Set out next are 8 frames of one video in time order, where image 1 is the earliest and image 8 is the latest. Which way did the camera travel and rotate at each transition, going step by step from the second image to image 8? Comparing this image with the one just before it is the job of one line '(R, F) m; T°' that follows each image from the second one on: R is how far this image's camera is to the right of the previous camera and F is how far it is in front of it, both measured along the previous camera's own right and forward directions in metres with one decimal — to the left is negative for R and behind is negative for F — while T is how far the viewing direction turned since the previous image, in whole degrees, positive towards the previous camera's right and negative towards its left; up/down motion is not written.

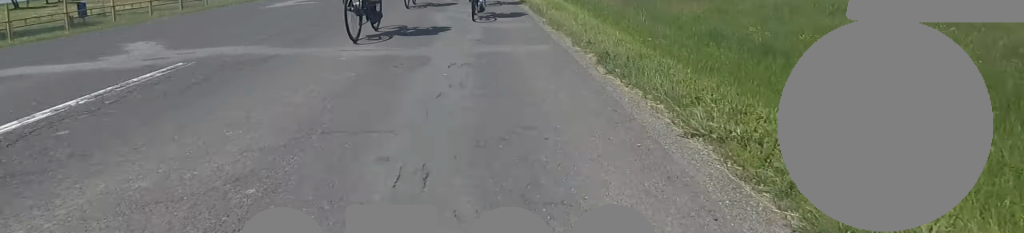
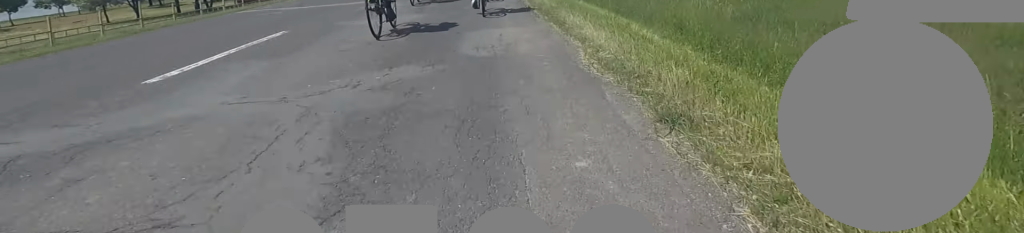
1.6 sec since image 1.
(+0.5, +16.1) m; 0°
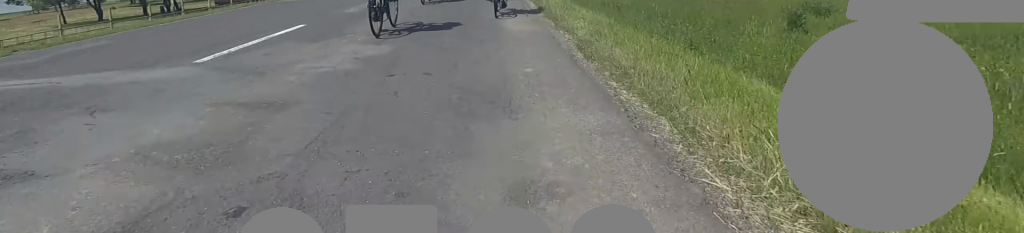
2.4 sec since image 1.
(-1.2, +8.4) m; 0°
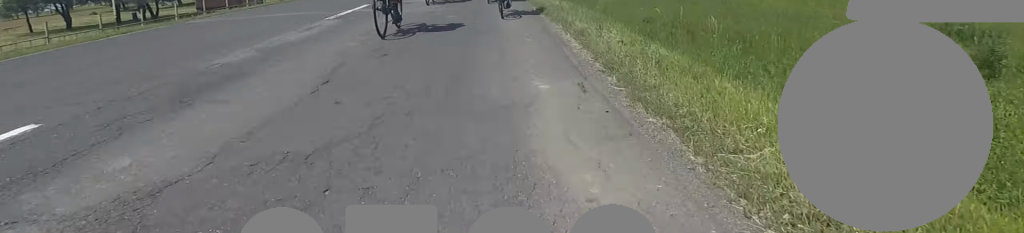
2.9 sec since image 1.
(+0.2, +4.8) m; 0°
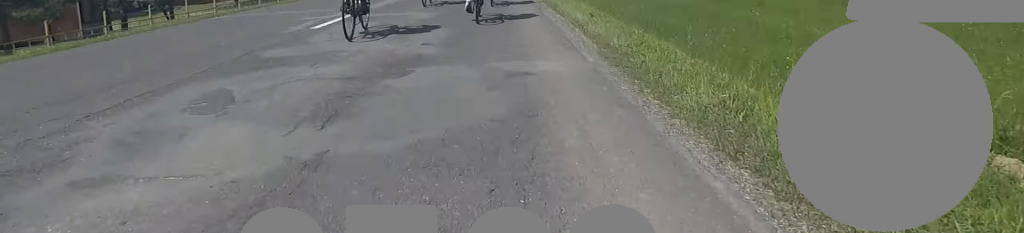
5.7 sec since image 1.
(-1.5, +27.5) m; -1°
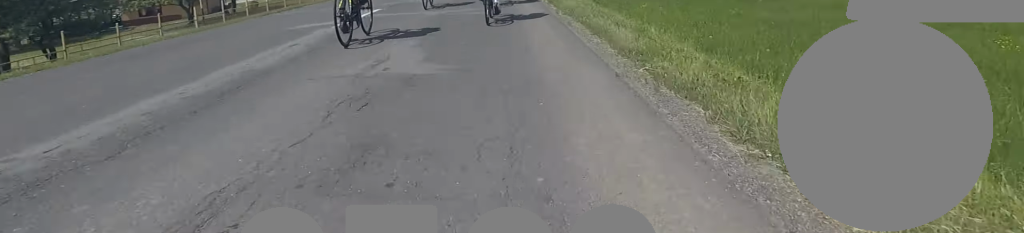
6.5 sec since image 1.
(+0.9, +8.4) m; 0°
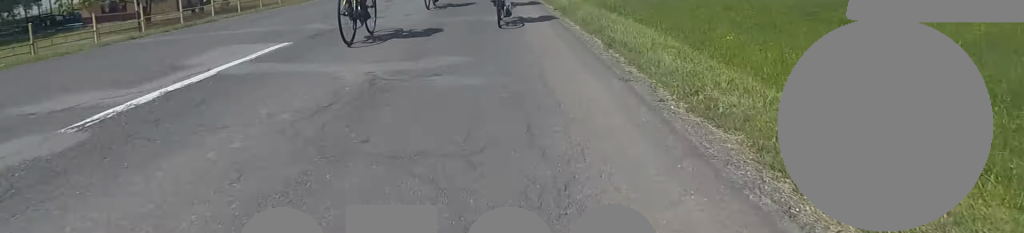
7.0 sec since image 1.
(-0.3, +5.3) m; -3°
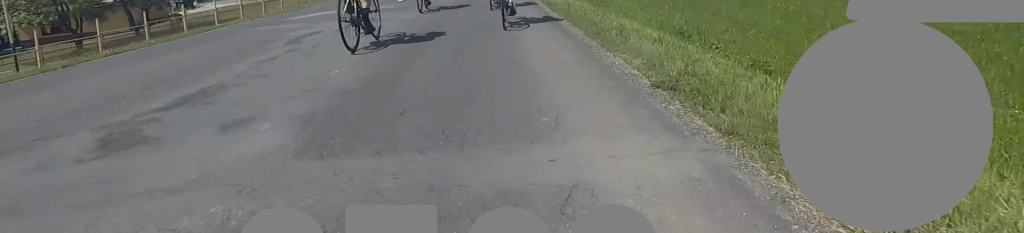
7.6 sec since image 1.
(-0.4, +6.1) m; -4°
